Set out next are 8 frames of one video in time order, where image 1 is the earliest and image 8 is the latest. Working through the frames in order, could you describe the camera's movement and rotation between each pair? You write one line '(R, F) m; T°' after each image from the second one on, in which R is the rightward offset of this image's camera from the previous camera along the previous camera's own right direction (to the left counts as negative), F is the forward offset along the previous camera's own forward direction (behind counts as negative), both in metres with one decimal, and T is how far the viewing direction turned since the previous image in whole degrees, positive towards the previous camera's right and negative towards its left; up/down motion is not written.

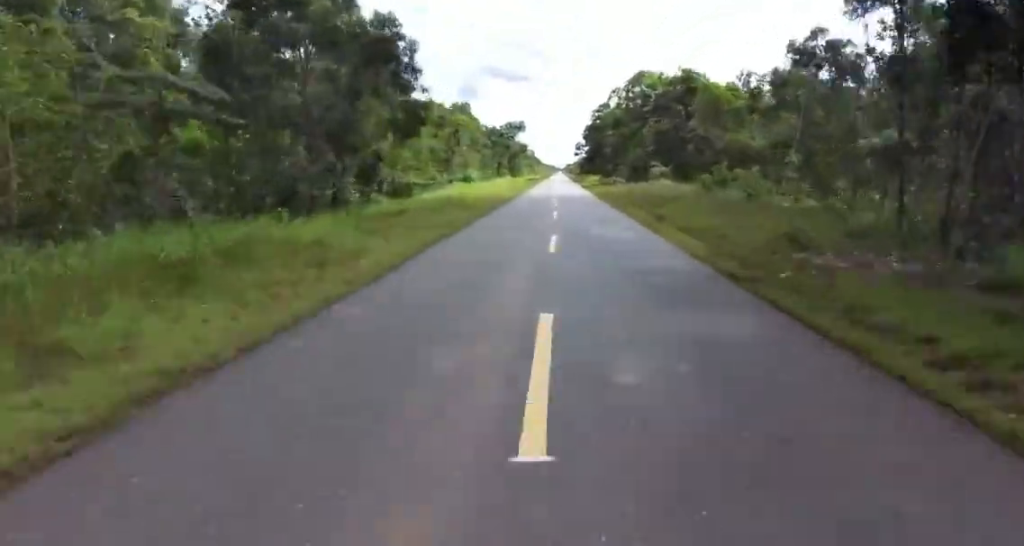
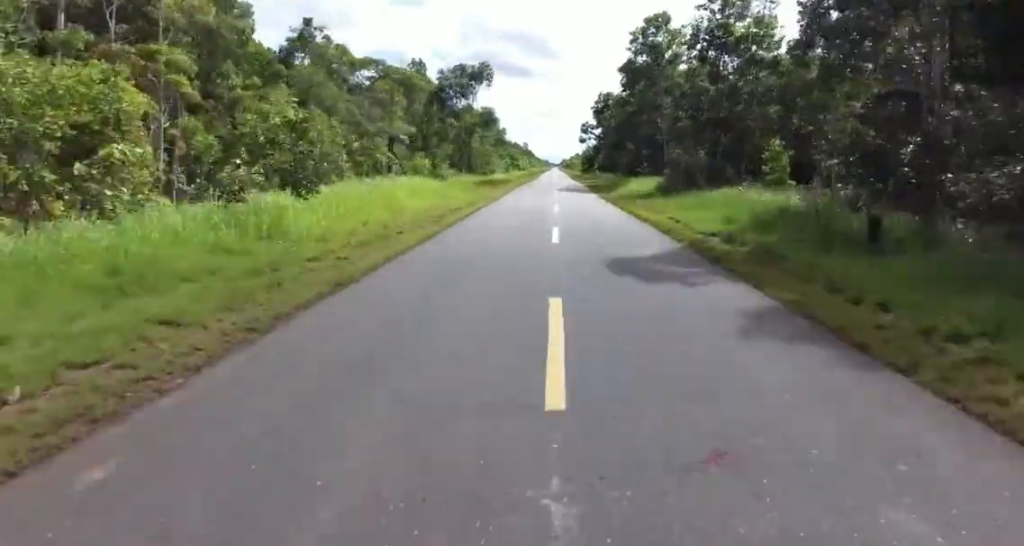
(+1.4, +55.7) m; +2°
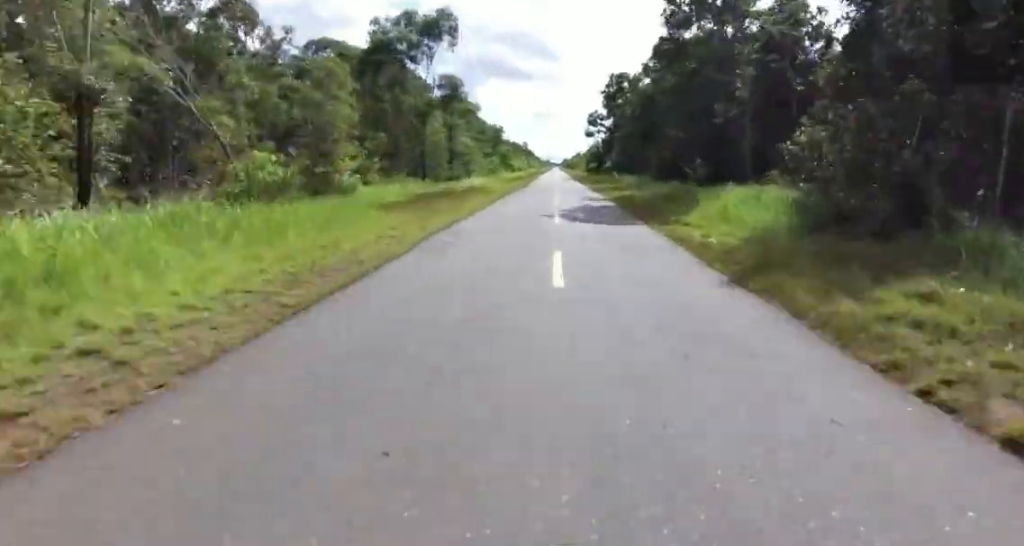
(-0.1, +20.7) m; 0°
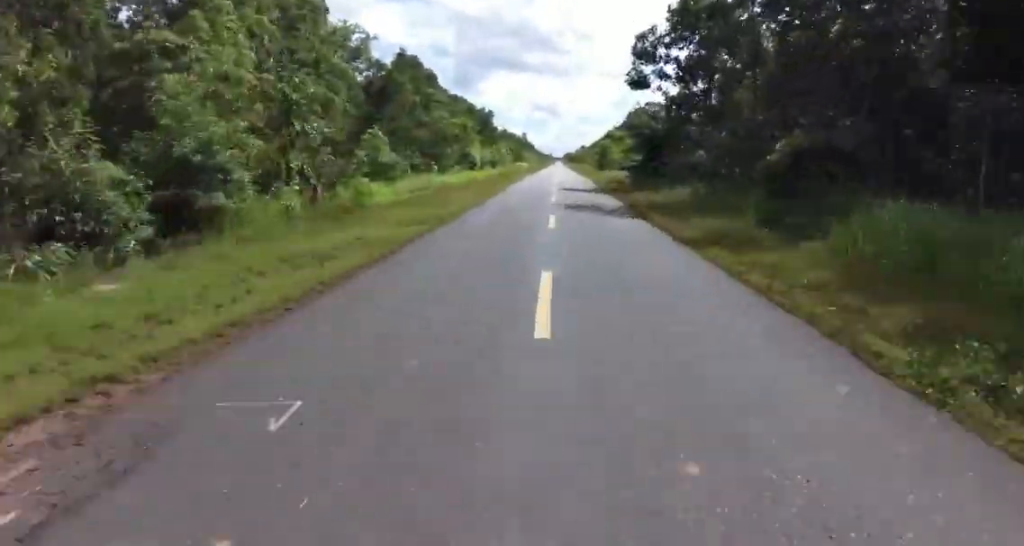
(+1.5, +49.8) m; +1°
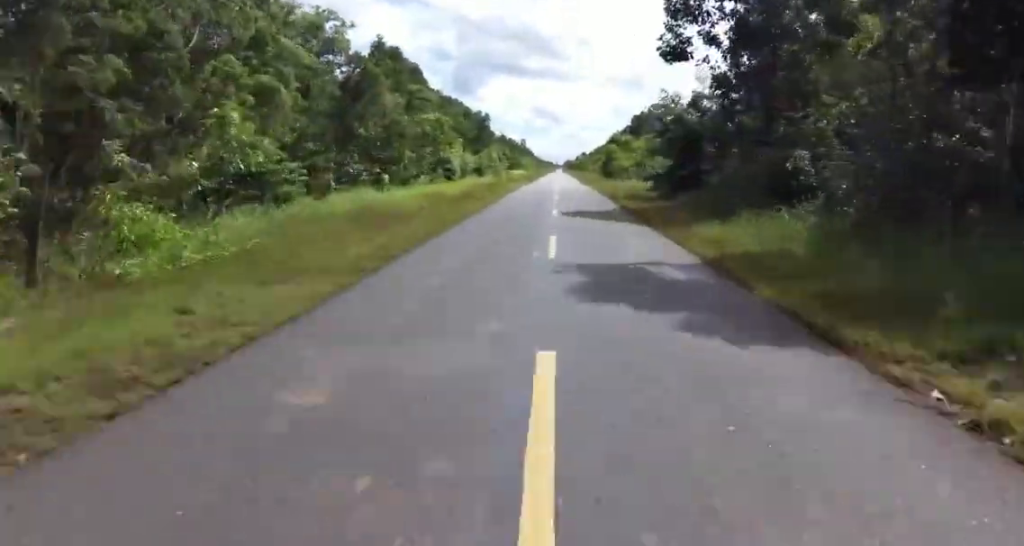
(-0.5, +11.1) m; -1°
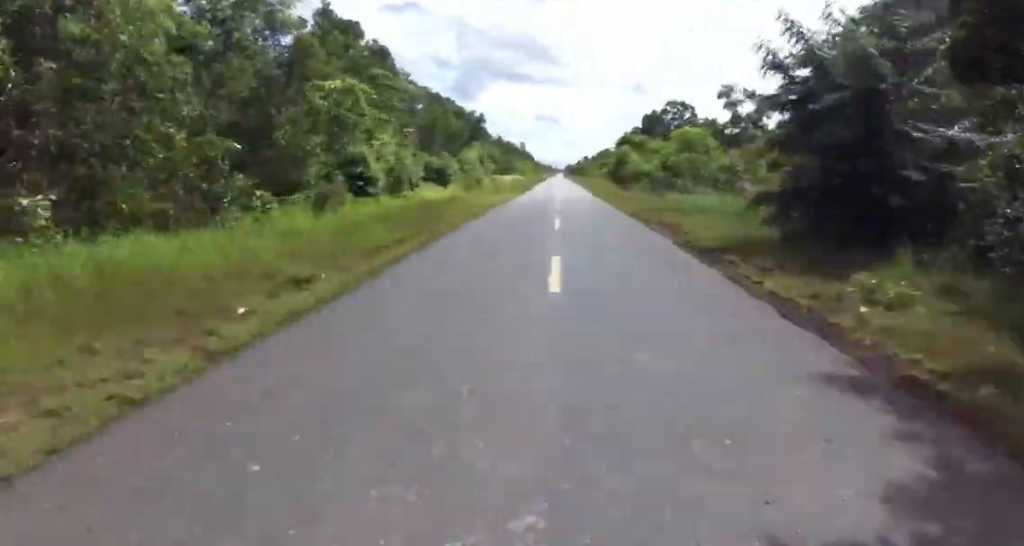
(-0.4, +18.0) m; 0°
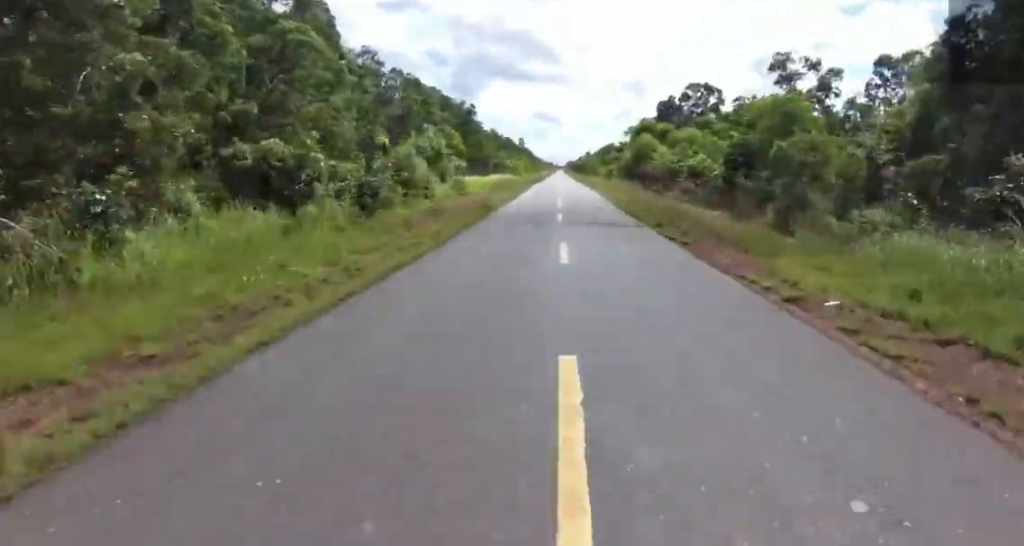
(+0.1, +22.3) m; +2°
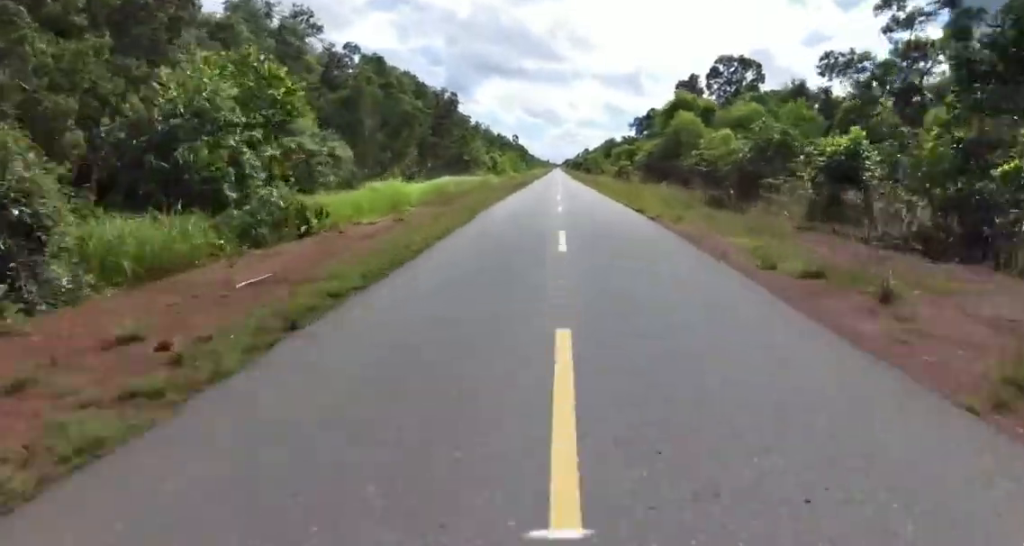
(+0.8, +23.4) m; 0°
